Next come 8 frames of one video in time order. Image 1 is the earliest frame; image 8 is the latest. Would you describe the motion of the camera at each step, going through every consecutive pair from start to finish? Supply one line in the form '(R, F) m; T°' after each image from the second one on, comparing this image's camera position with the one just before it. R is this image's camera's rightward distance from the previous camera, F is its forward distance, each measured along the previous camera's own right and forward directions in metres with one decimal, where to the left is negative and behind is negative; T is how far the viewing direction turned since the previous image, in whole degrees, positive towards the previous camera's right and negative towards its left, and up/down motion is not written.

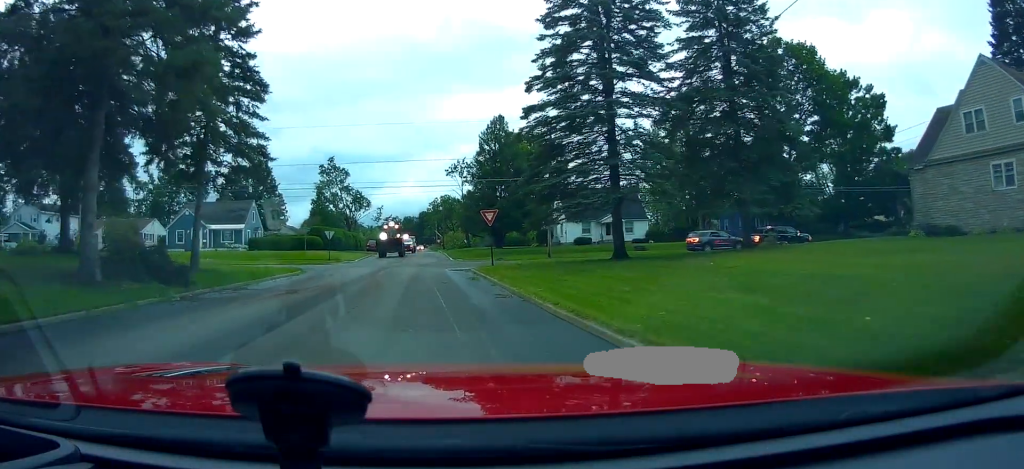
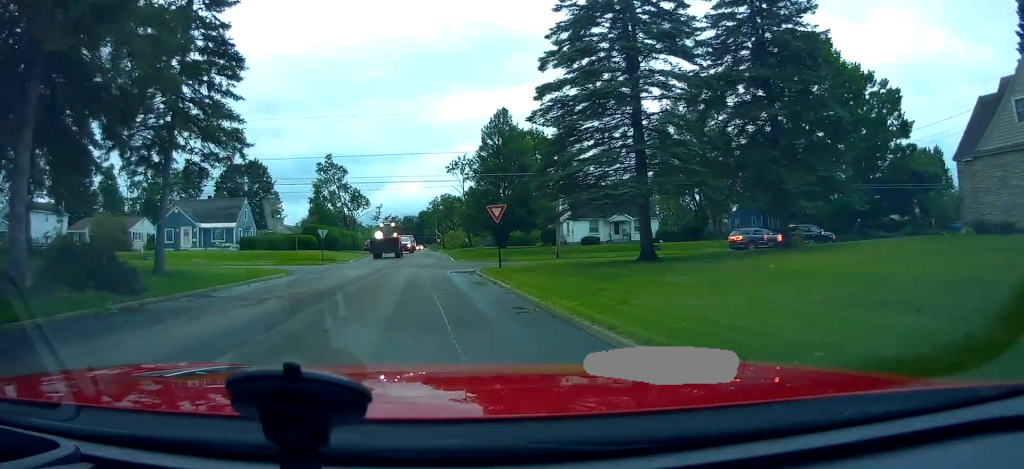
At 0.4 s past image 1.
(-0.1, +3.4) m; +1°
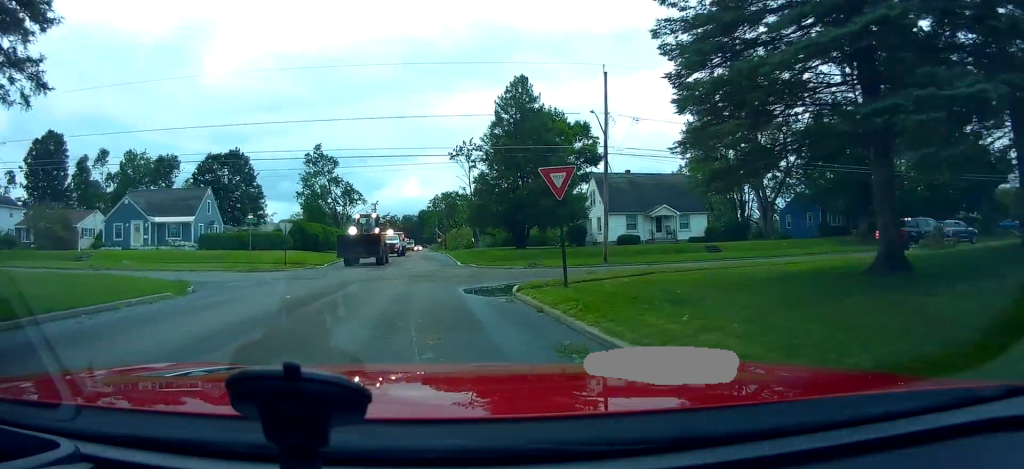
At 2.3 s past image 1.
(+0.6, +13.4) m; +2°
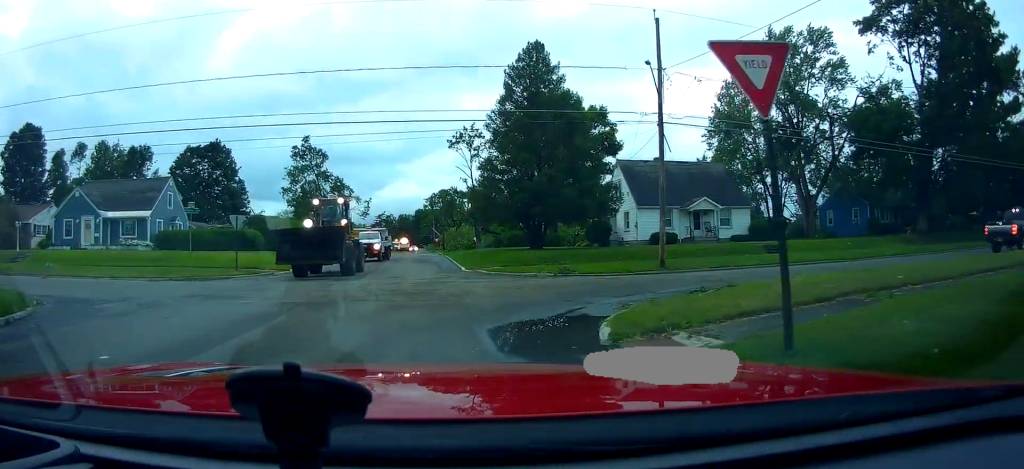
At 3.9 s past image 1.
(-1.3, +8.8) m; -7°
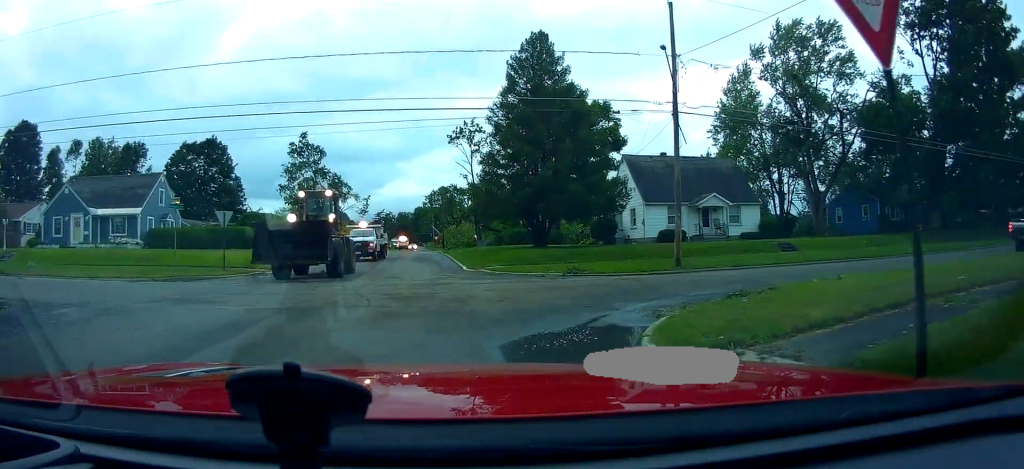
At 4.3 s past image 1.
(+0.2, +1.6) m; 0°
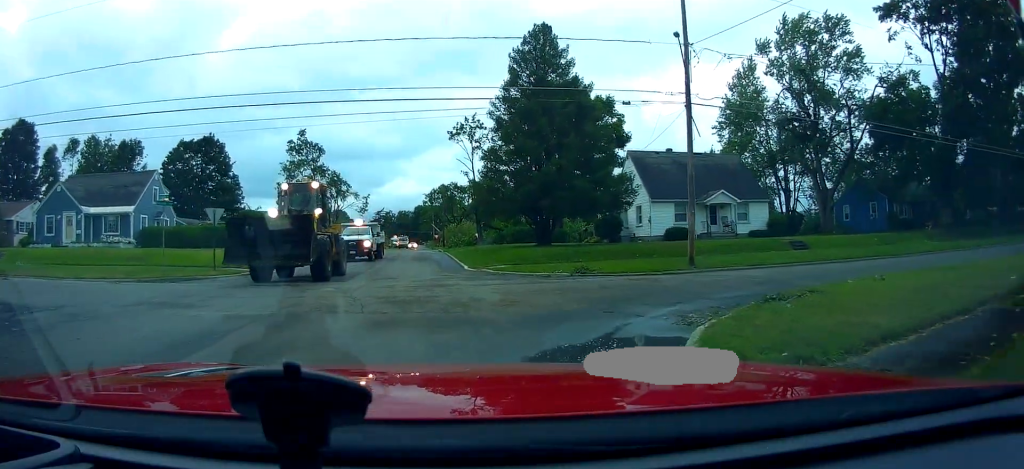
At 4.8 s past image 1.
(+0.5, +1.3) m; 0°
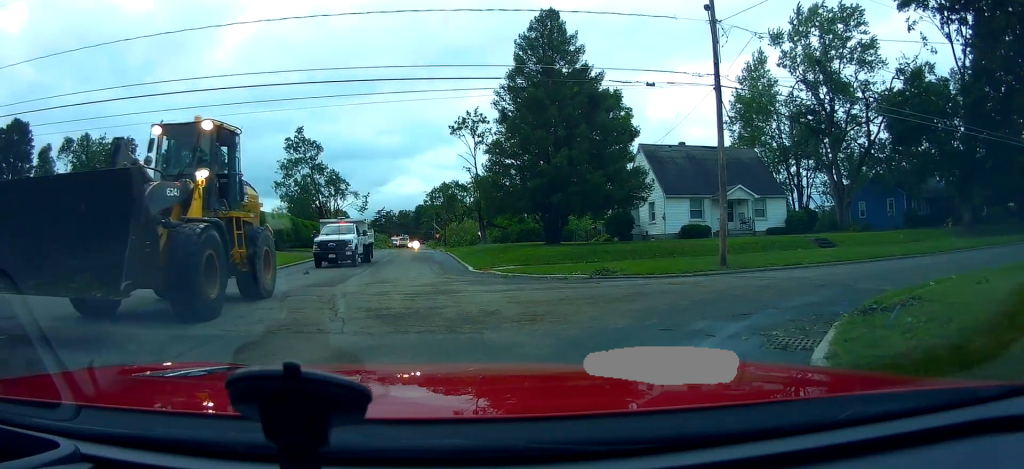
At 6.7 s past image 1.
(-0.5, +2.6) m; 0°
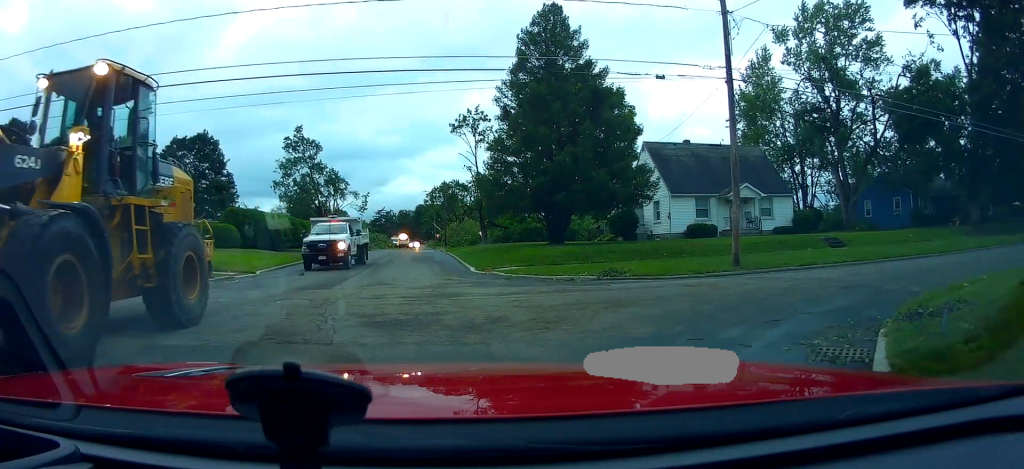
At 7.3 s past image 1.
(+0.3, +0.8) m; 0°
